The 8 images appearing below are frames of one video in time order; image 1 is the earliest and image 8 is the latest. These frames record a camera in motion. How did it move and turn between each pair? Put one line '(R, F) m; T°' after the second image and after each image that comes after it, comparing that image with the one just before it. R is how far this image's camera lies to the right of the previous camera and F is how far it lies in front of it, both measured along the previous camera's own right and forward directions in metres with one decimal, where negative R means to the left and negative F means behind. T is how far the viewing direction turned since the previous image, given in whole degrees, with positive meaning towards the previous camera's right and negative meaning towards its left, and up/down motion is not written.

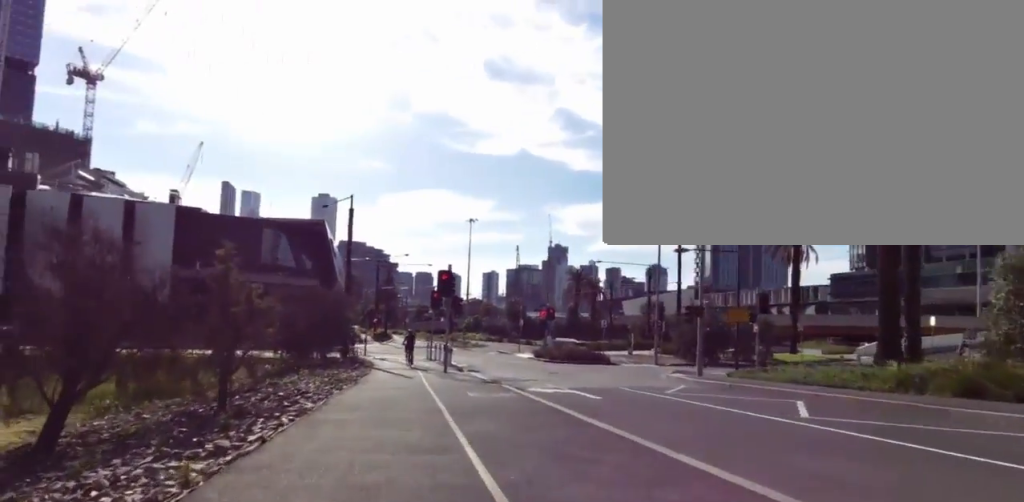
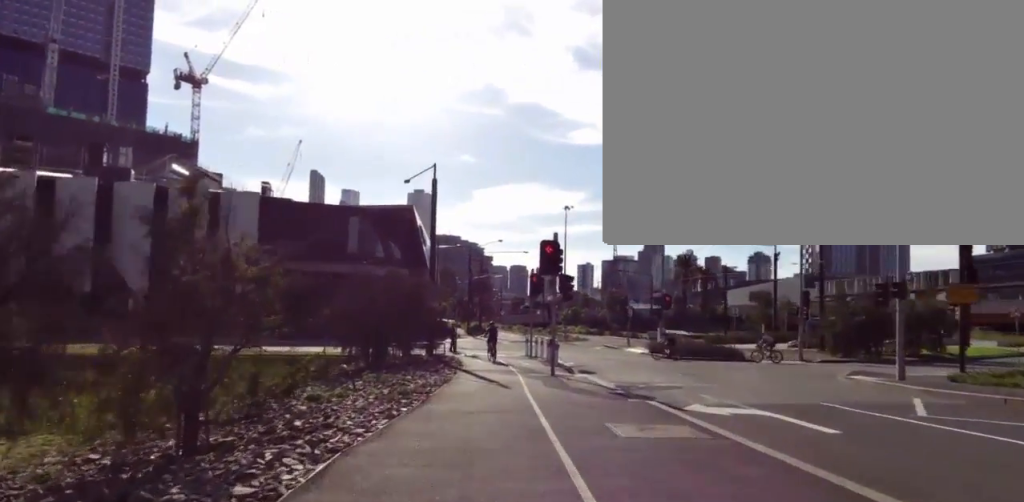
(-1.7, +6.8) m; -16°
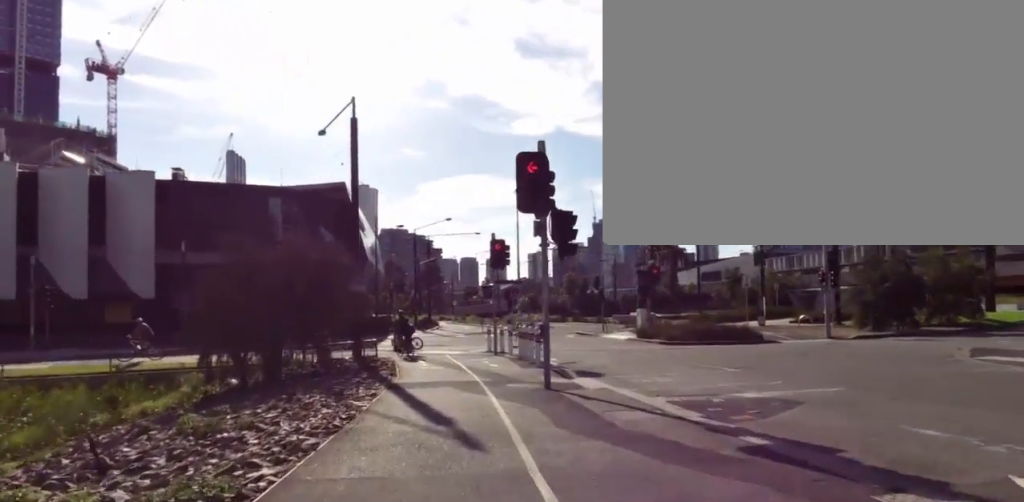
(+0.7, +9.2) m; 0°
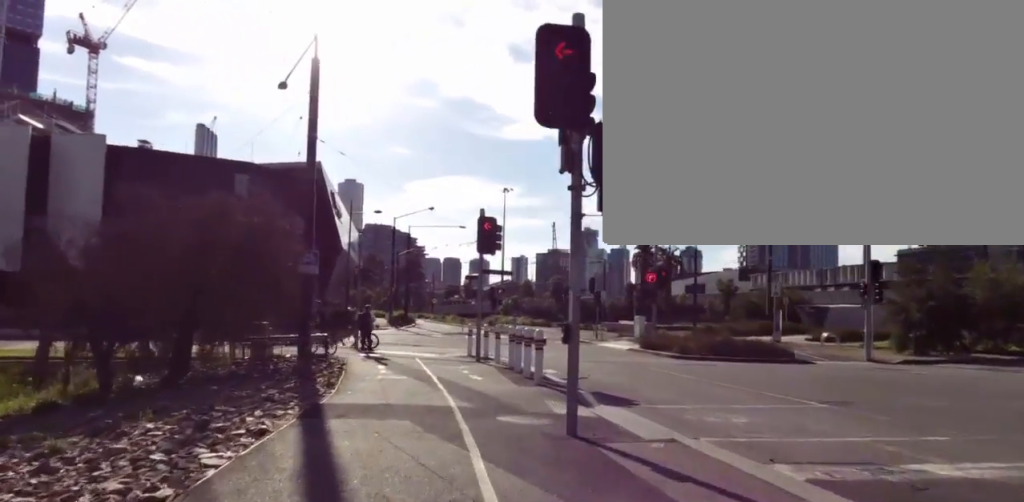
(-1.1, +5.1) m; -10°
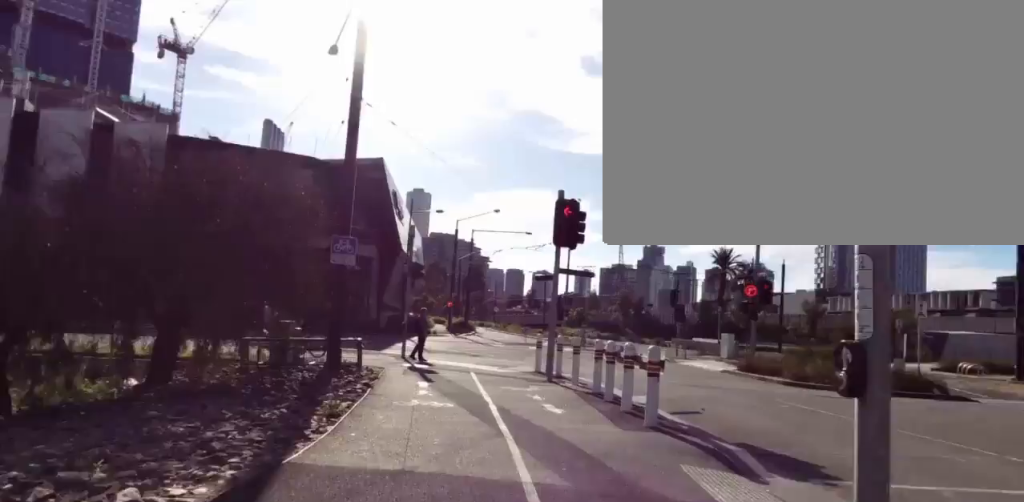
(-0.3, +4.3) m; -4°
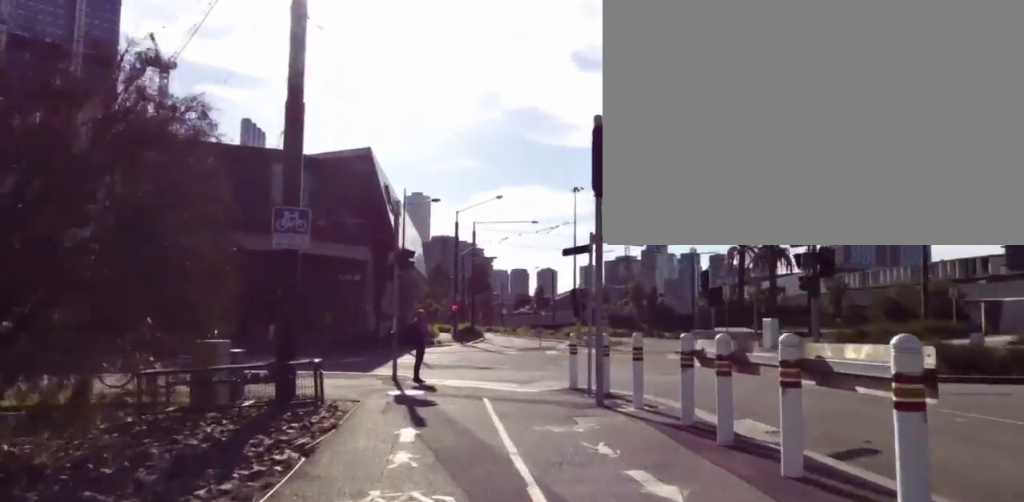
(0.0, +4.7) m; 0°
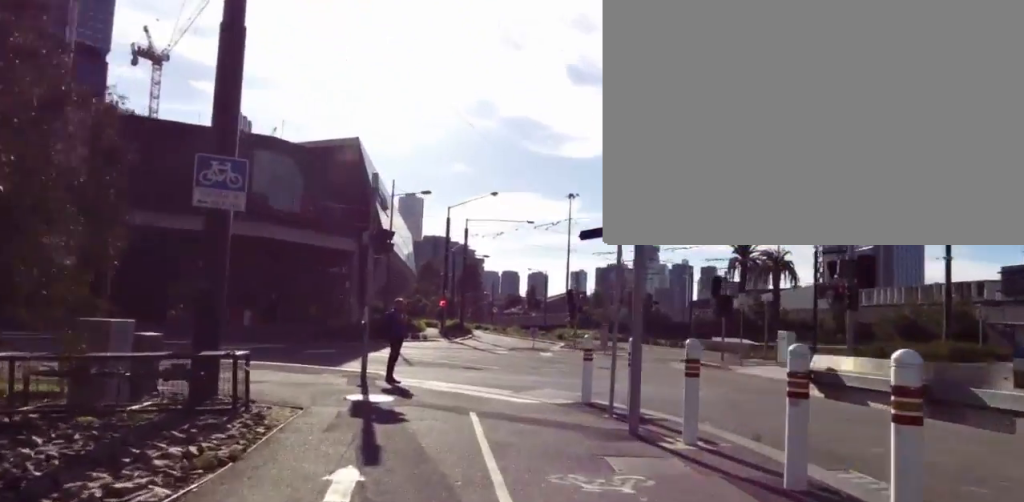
(0.0, +2.9) m; -1°
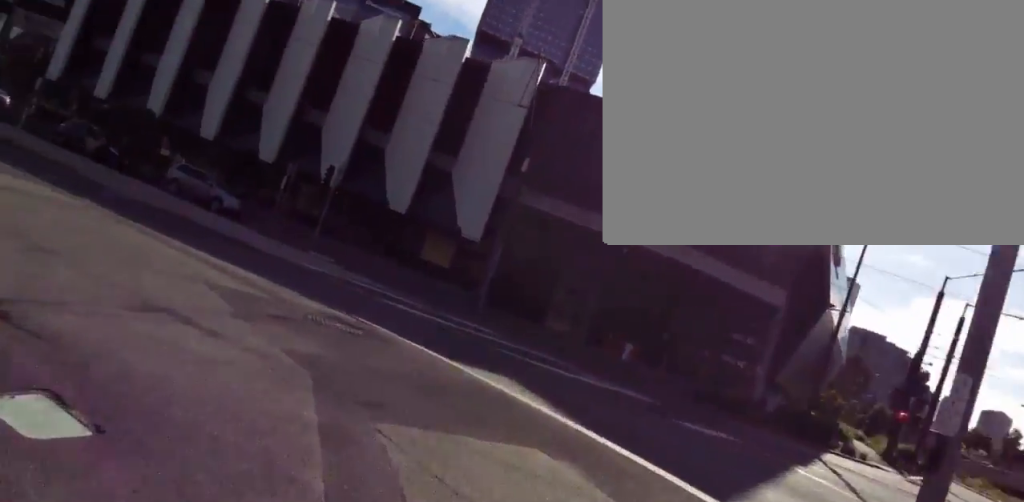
(-0.6, +9.8) m; -30°
